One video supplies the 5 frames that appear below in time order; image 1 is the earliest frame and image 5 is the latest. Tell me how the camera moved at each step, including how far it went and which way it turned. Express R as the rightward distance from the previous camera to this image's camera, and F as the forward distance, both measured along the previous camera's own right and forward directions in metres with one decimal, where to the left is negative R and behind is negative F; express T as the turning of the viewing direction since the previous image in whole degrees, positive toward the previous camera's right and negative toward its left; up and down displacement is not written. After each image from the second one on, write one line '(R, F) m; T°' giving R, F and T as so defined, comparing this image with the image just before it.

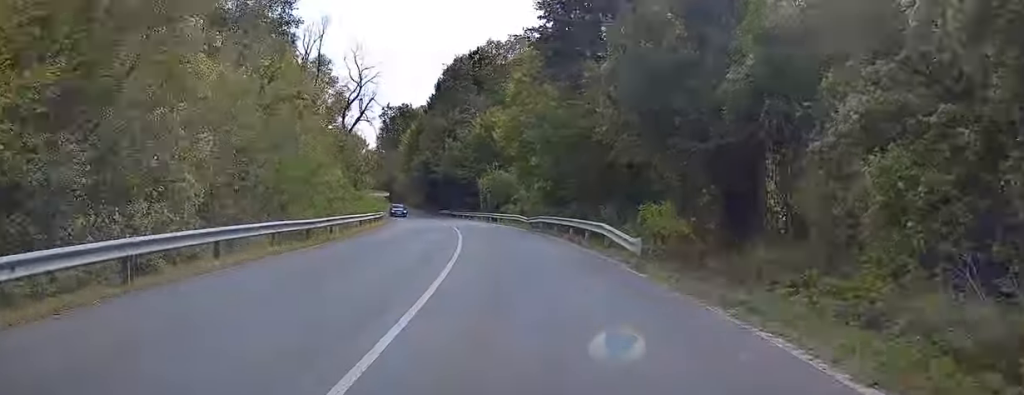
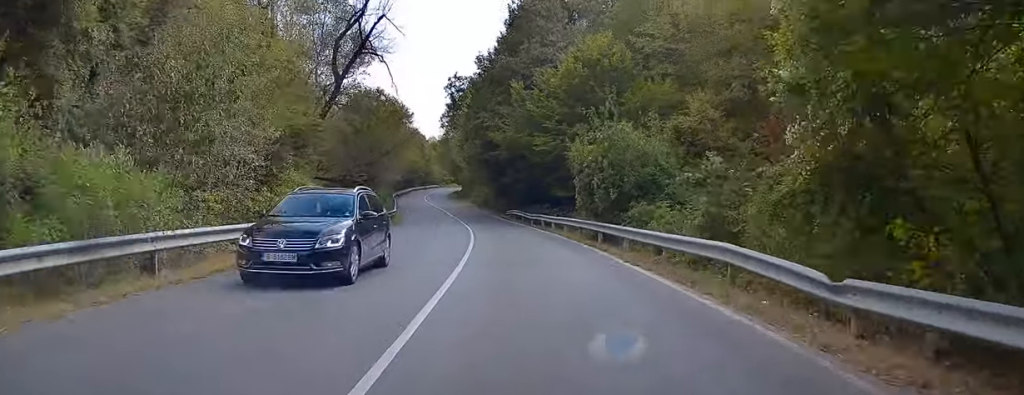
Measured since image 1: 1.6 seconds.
(-2.3, +32.7) m; -8°
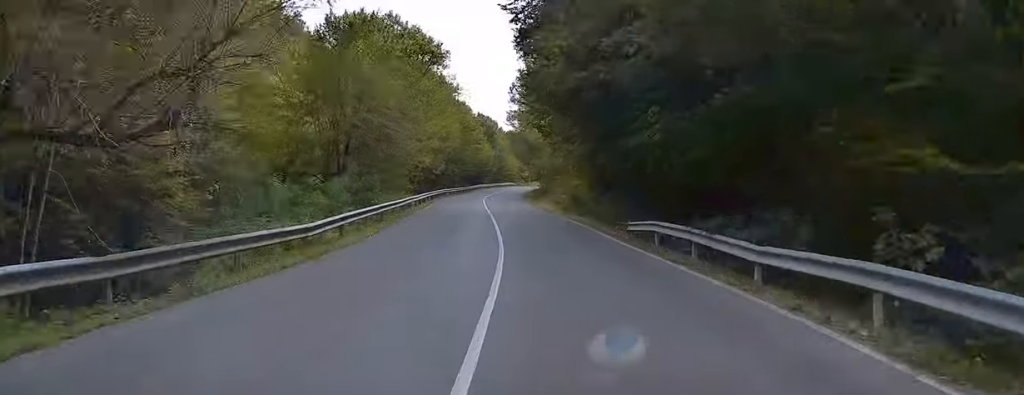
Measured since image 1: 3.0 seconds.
(-1.9, +31.0) m; -7°
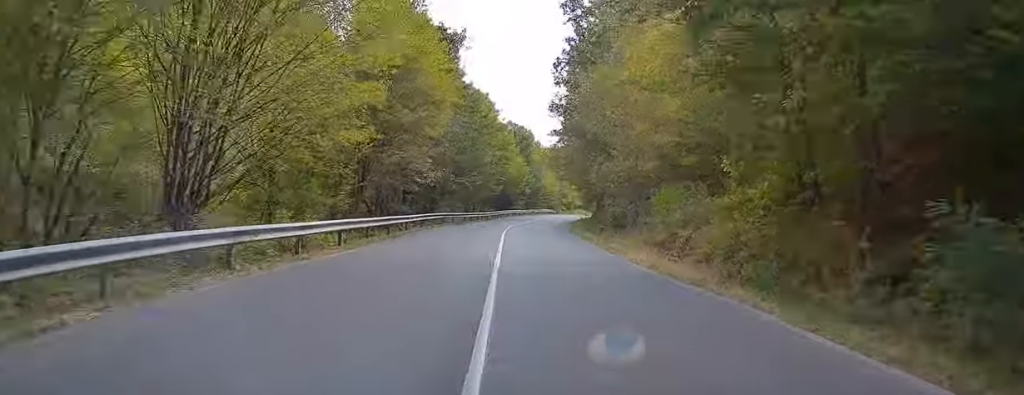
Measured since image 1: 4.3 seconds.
(-1.0, +28.3) m; -3°
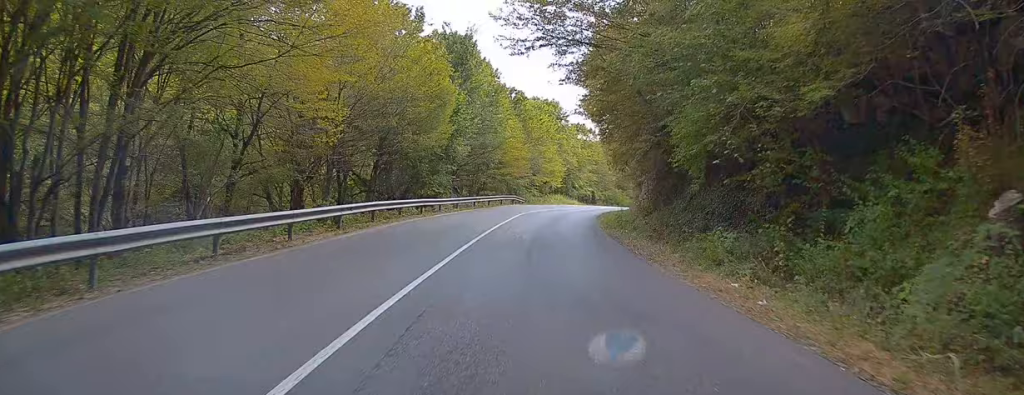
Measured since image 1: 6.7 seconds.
(+0.4, +54.8) m; +4°
